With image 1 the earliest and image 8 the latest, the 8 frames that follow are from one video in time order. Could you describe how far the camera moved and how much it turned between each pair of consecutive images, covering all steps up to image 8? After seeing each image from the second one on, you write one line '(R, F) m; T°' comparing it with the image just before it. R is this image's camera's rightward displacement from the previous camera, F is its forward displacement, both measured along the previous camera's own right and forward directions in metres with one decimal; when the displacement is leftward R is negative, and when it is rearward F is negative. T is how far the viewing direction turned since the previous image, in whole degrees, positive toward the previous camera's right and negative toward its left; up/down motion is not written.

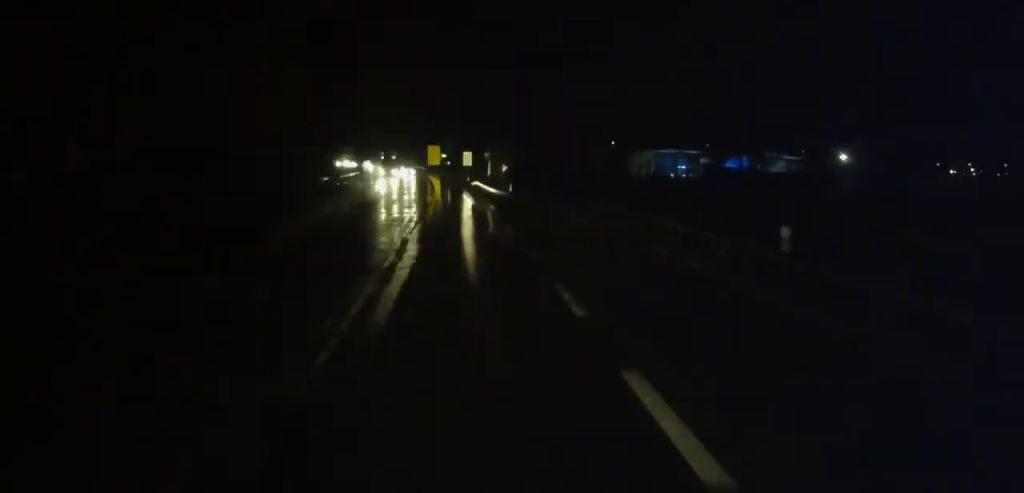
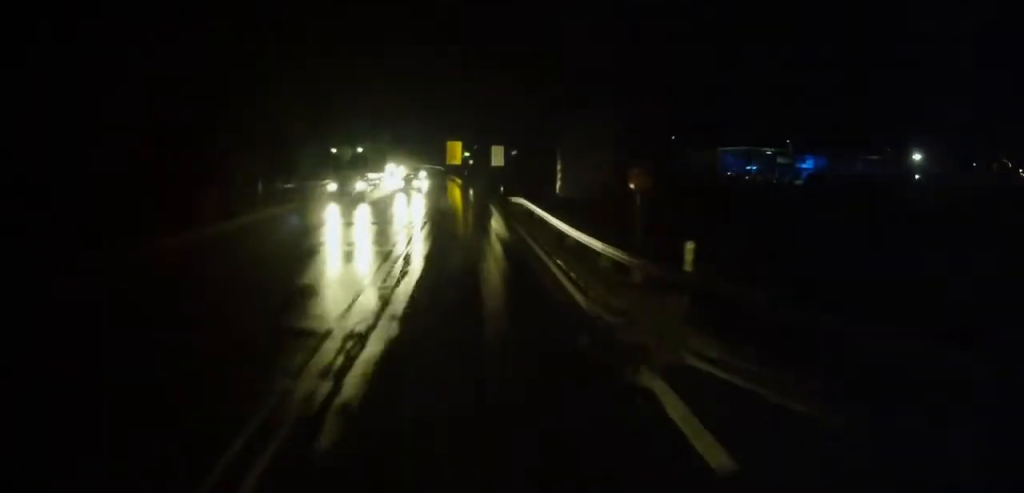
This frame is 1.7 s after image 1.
(-0.1, +29.3) m; -1°
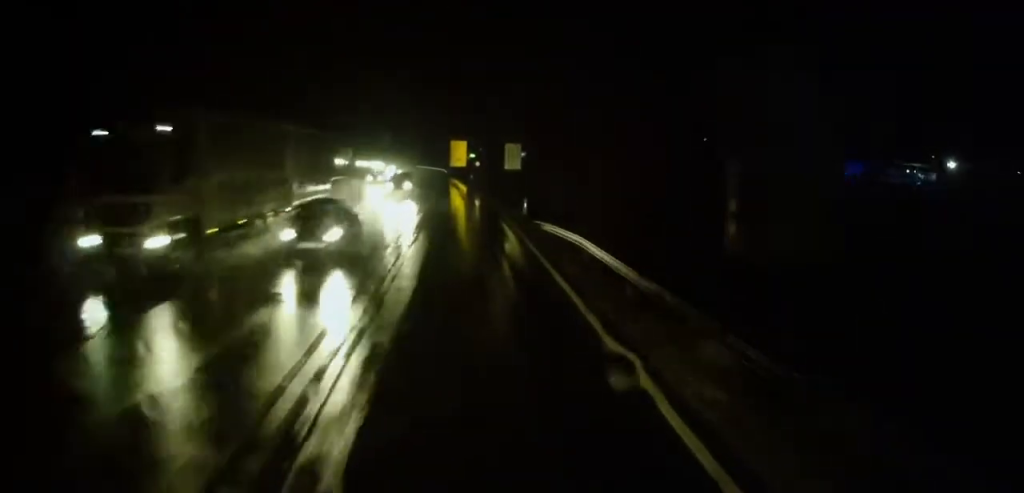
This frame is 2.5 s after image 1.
(0.0, +14.6) m; -2°
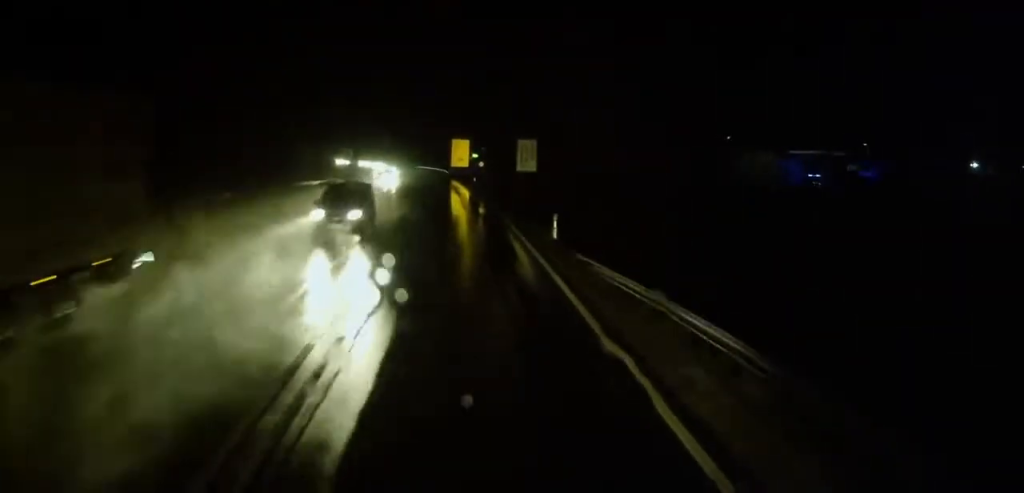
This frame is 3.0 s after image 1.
(-0.2, +9.4) m; -2°
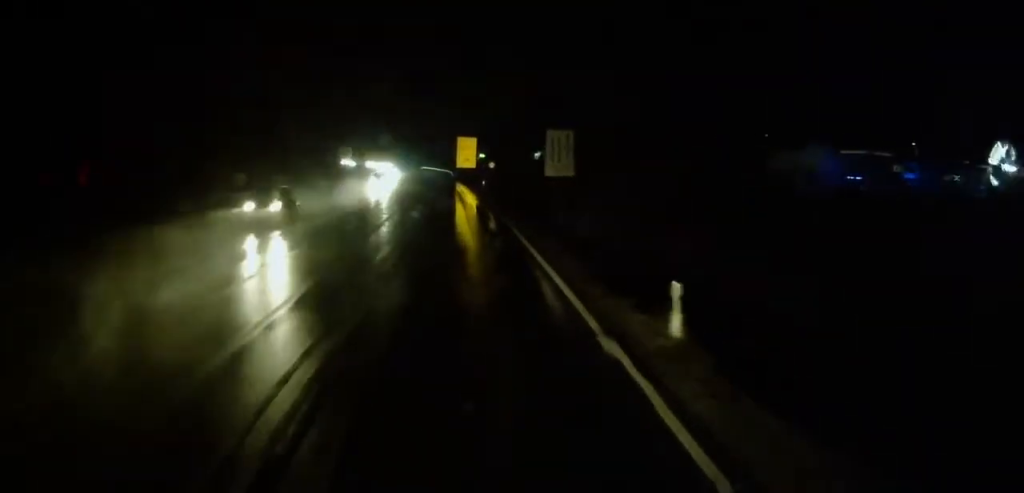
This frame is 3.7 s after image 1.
(-0.2, +11.7) m; -1°
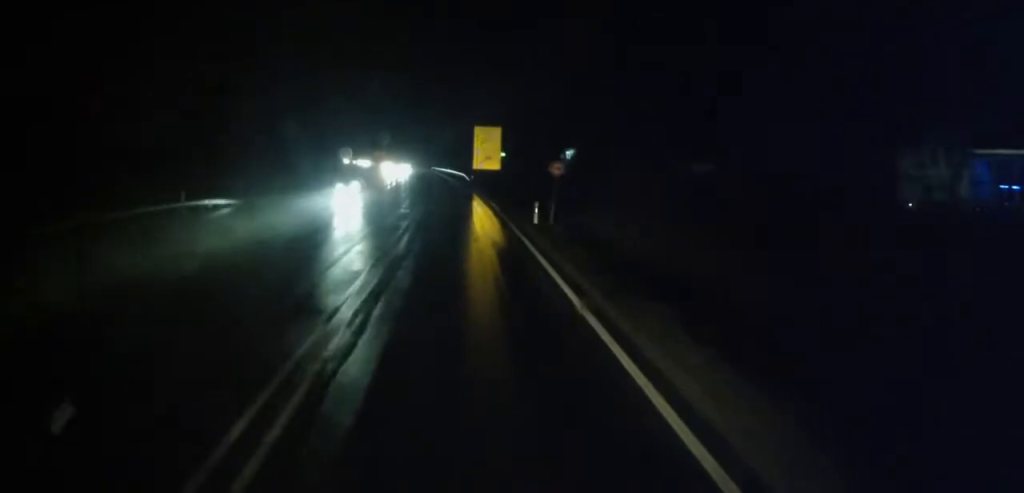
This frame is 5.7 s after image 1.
(0.0, +34.6) m; -1°
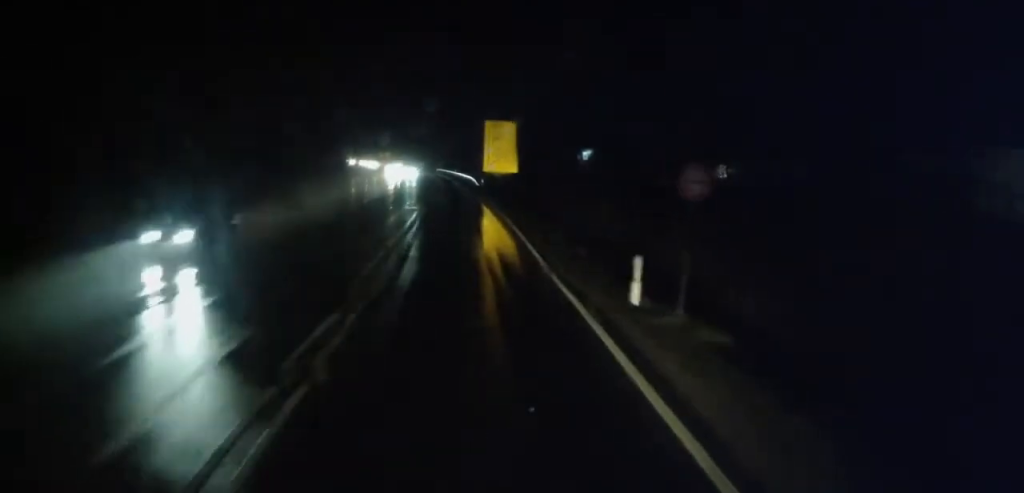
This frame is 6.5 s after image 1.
(-0.1, +14.2) m; -1°
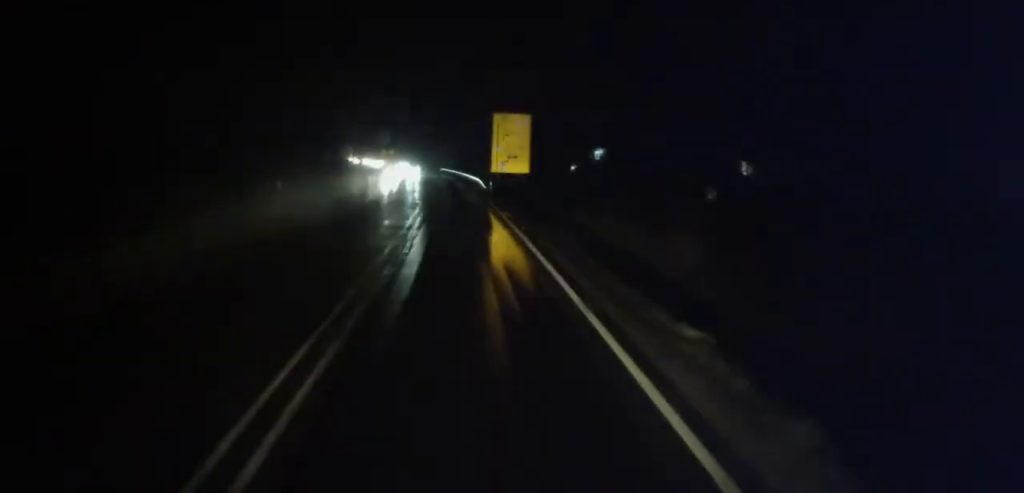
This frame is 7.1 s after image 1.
(-0.1, +9.0) m; 0°
